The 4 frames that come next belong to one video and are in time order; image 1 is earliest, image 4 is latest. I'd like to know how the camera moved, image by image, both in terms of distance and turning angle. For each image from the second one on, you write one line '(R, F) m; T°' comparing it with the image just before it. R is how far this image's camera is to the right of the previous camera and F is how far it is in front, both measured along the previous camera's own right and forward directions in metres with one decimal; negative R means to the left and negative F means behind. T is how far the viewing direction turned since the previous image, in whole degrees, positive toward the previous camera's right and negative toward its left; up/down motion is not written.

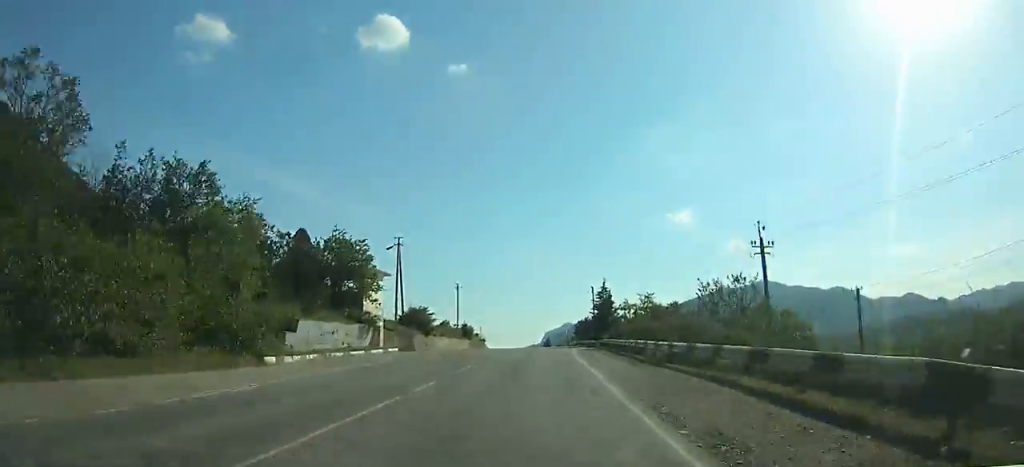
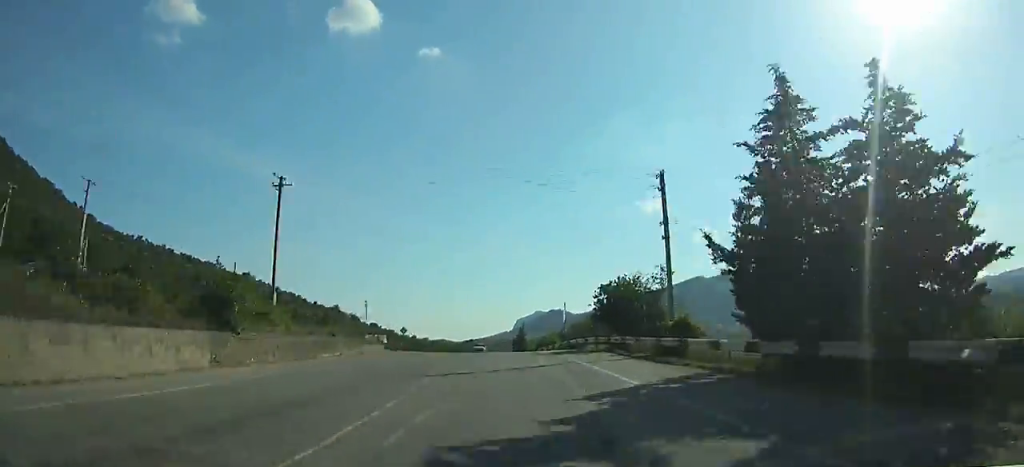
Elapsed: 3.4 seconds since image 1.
(+4.1, +58.7) m; +4°
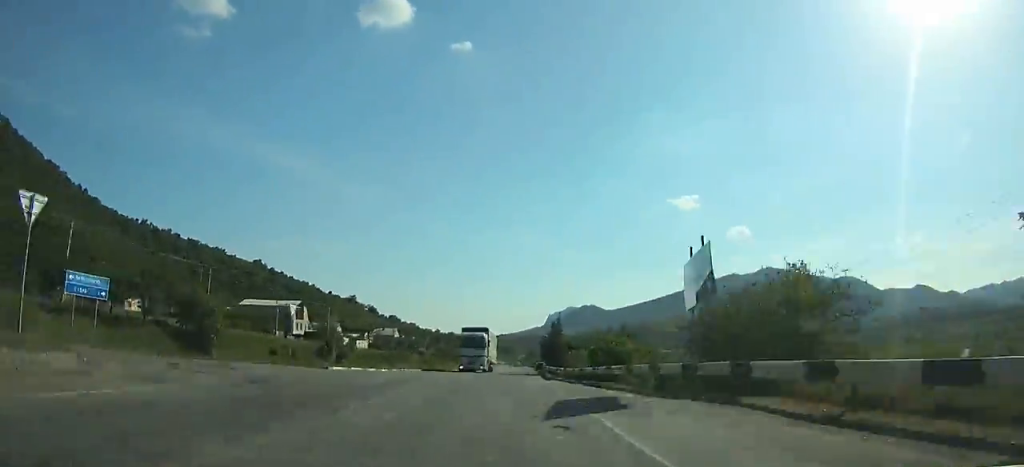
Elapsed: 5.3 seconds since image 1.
(+0.3, +32.5) m; 0°
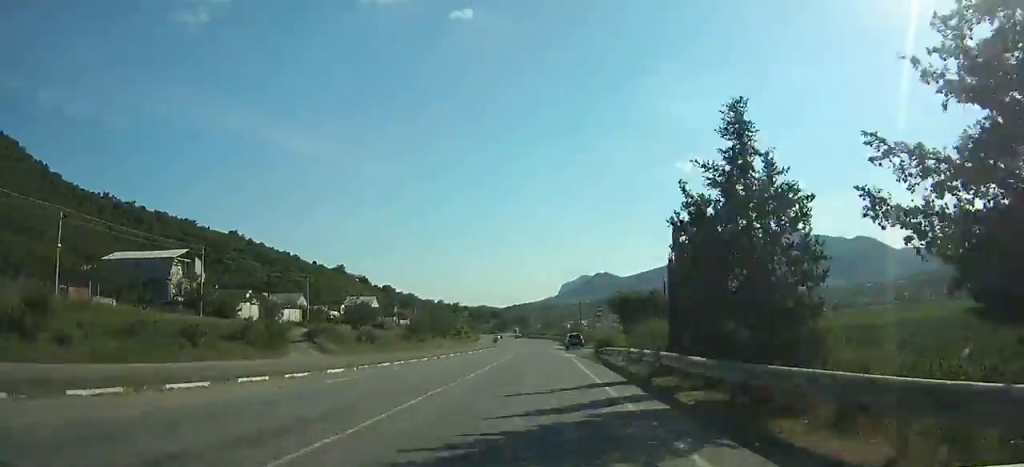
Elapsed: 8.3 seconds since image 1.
(-0.8, +51.0) m; -1°
